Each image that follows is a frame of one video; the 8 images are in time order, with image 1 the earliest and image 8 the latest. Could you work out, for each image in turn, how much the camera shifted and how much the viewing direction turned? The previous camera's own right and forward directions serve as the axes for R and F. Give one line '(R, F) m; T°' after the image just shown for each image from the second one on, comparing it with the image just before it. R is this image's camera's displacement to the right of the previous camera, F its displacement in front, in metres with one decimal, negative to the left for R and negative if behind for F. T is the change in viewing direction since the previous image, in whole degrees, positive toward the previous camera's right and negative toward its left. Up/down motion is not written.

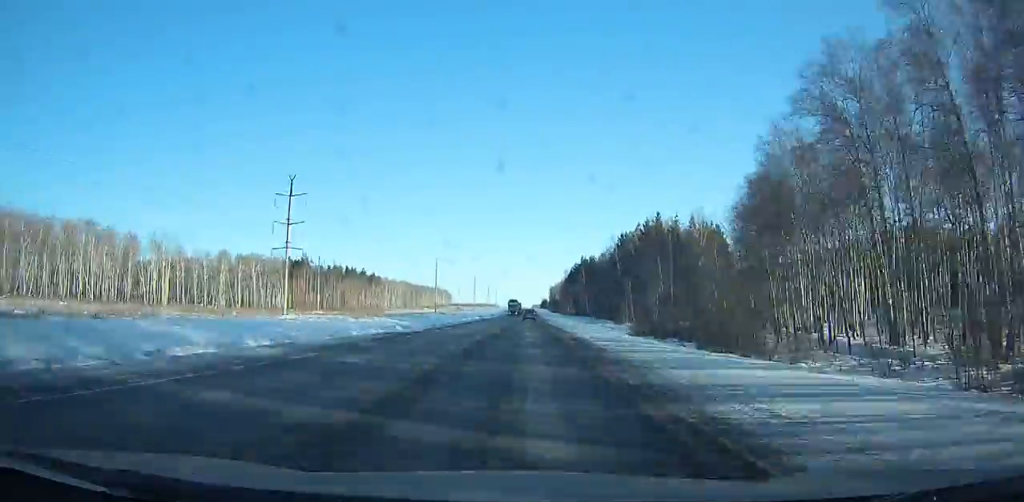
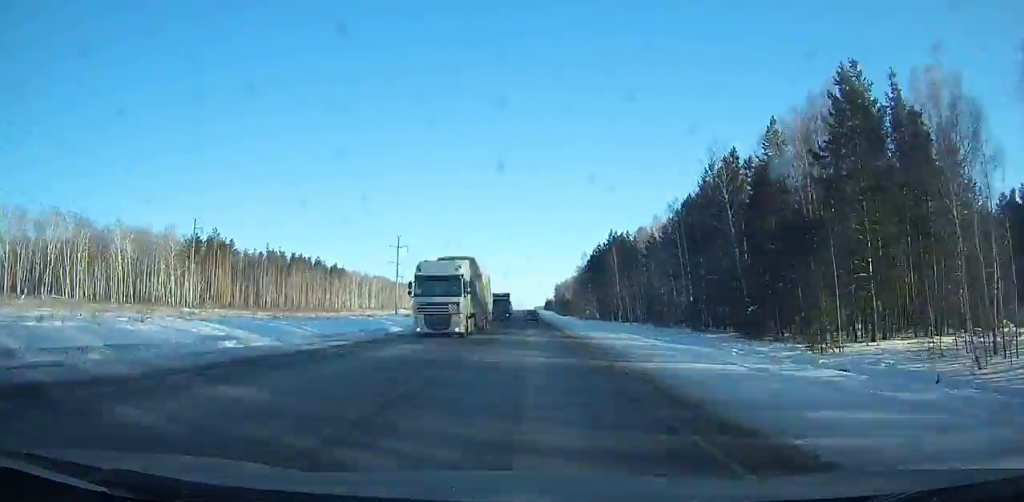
(0.0, +82.9) m; 0°
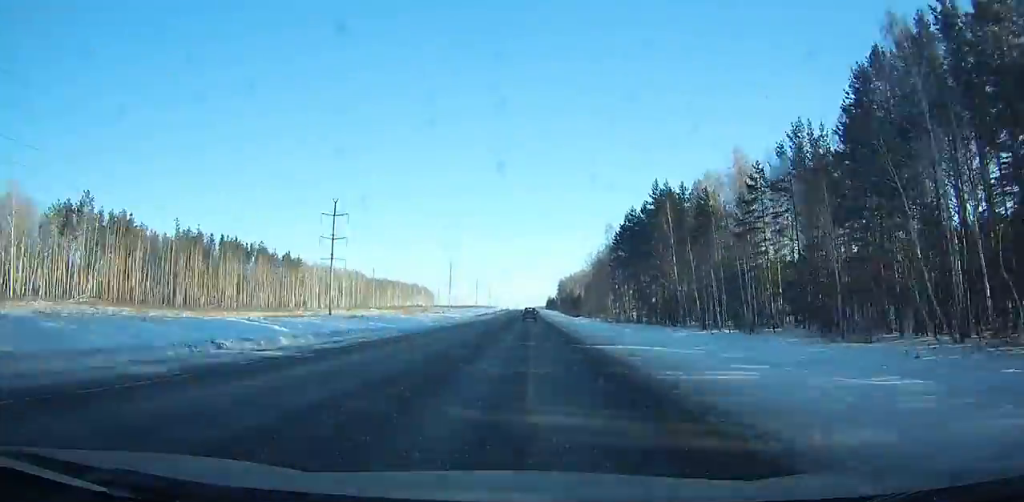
(-0.2, +63.9) m; 0°
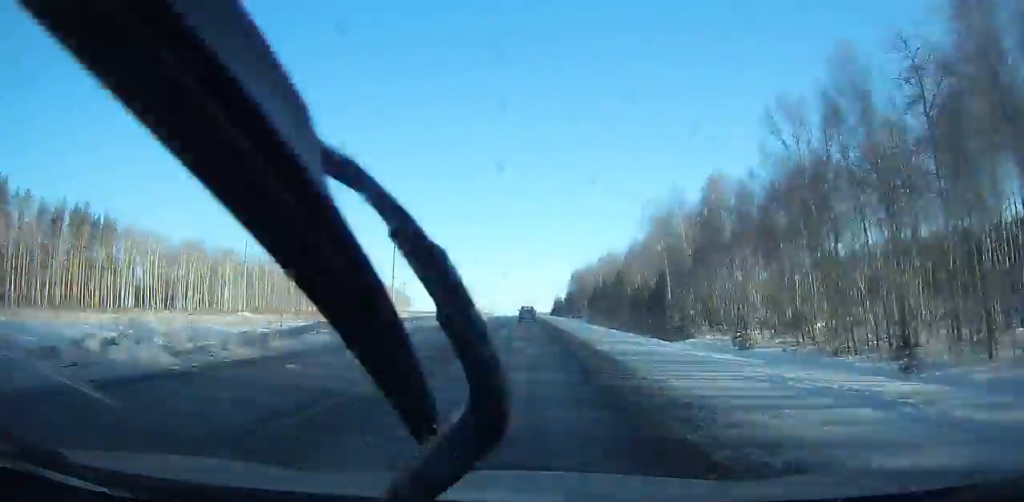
(-0.2, +127.5) m; 0°
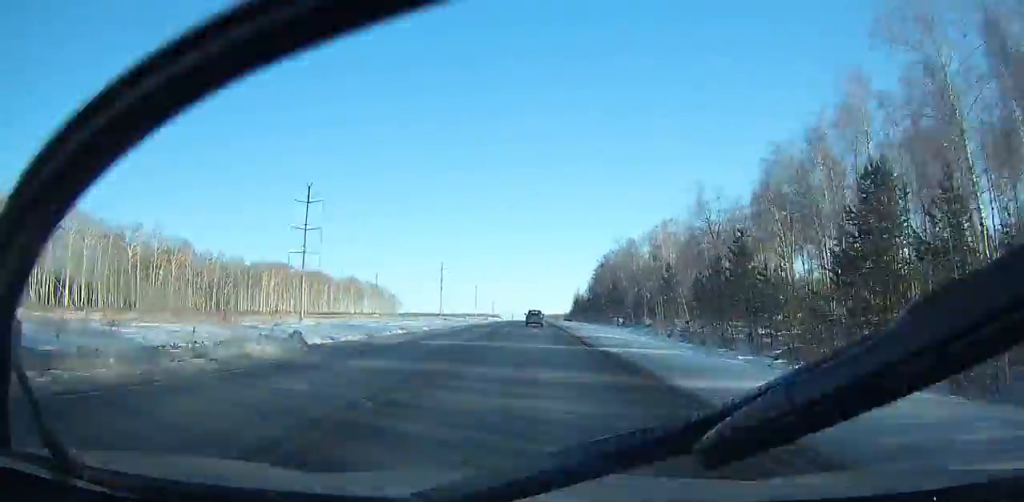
(-0.2, +82.2) m; 0°
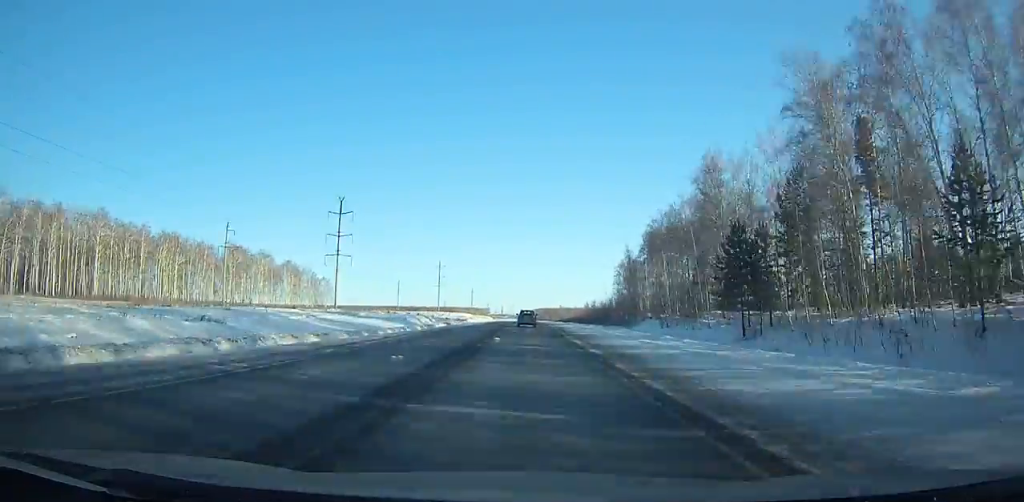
(+0.3, +134.7) m; 0°
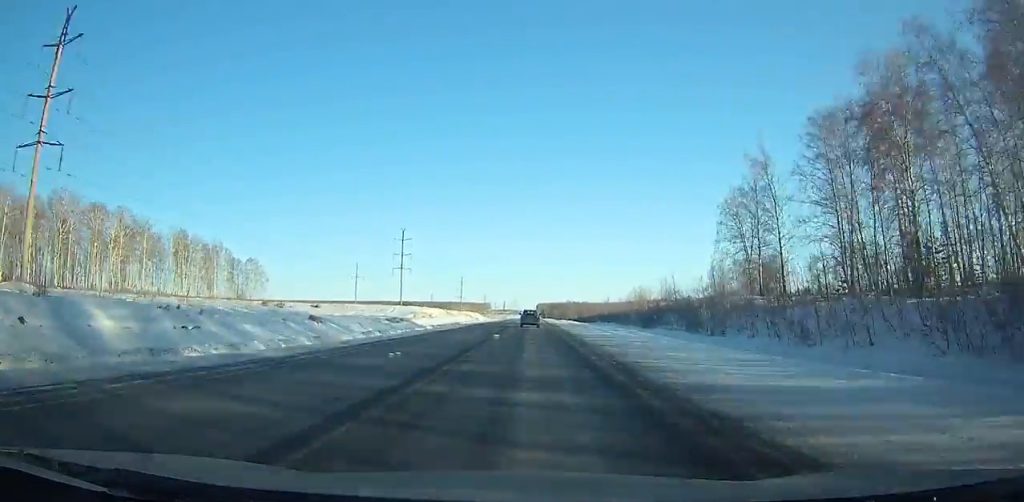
(+0.3, +90.1) m; 0°
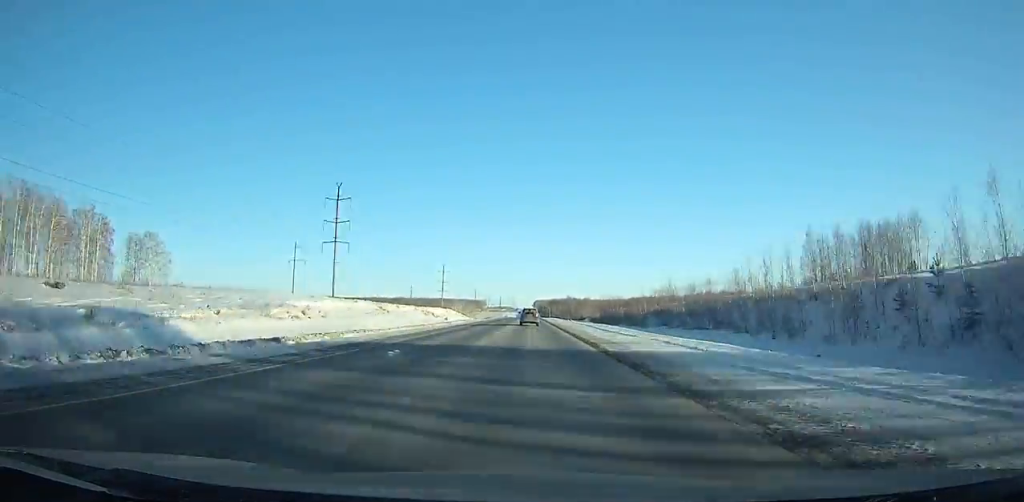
(0.0, +65.0) m; 0°
